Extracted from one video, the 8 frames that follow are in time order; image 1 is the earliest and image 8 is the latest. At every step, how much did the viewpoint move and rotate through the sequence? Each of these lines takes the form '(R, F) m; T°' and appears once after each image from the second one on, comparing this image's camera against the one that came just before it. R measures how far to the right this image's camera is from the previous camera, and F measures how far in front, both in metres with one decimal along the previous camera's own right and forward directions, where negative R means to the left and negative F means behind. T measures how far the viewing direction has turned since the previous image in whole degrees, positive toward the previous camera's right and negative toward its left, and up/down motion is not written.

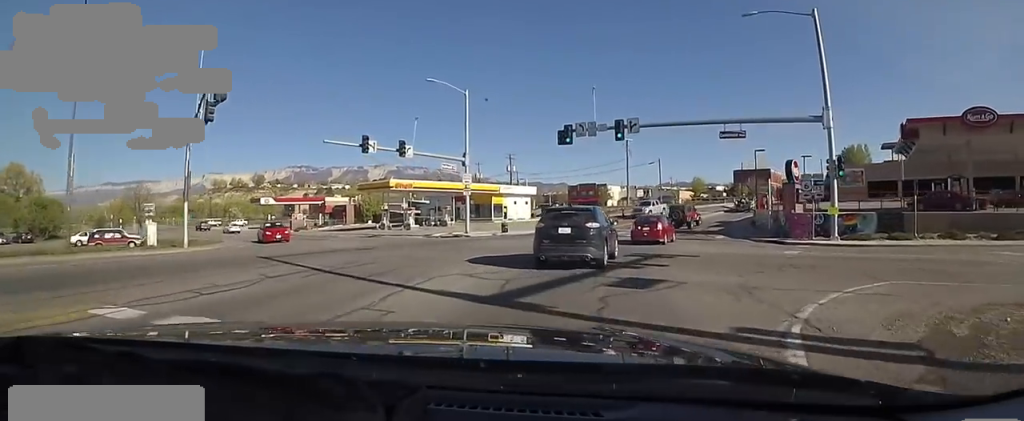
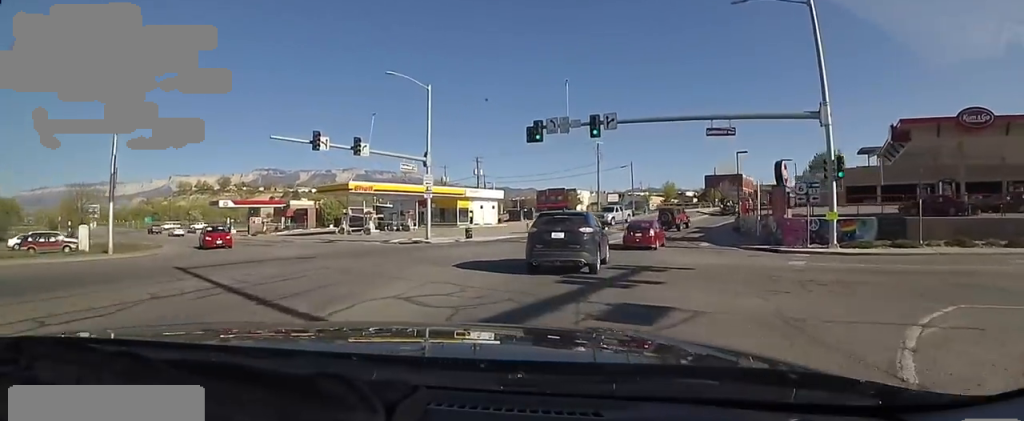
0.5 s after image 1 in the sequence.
(0.0, +2.6) m; -1°
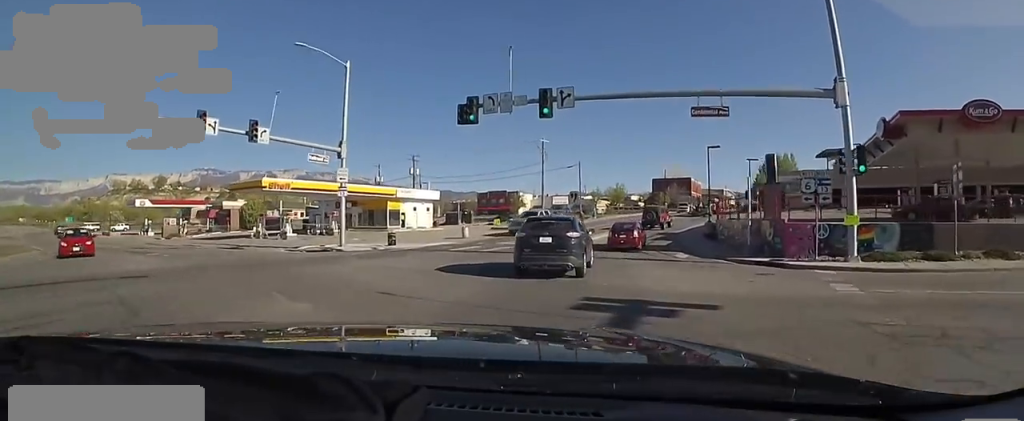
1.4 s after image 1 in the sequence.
(-0.4, +5.5) m; +12°
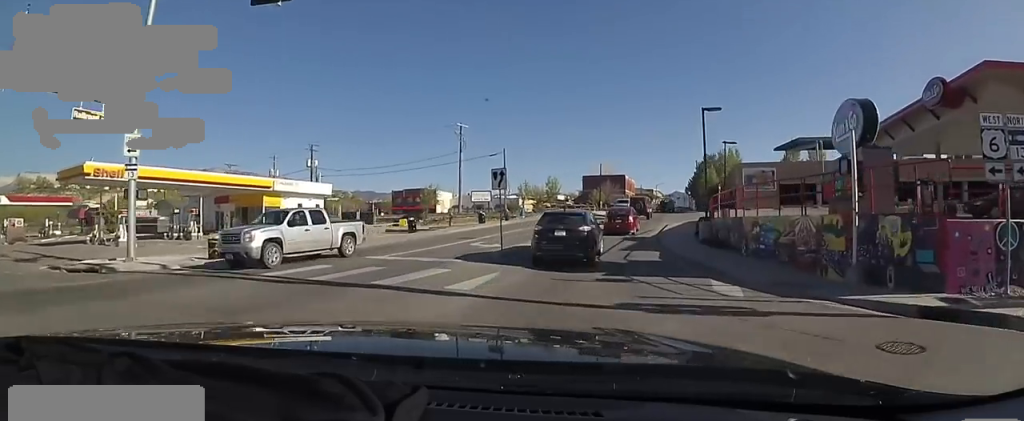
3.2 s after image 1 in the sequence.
(+4.4, +10.5) m; +22°
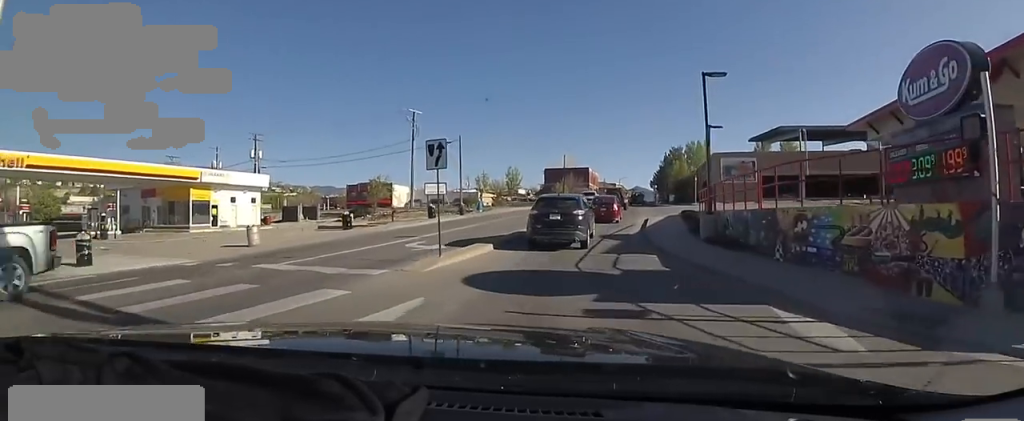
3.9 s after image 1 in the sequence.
(-0.7, +4.9) m; -4°
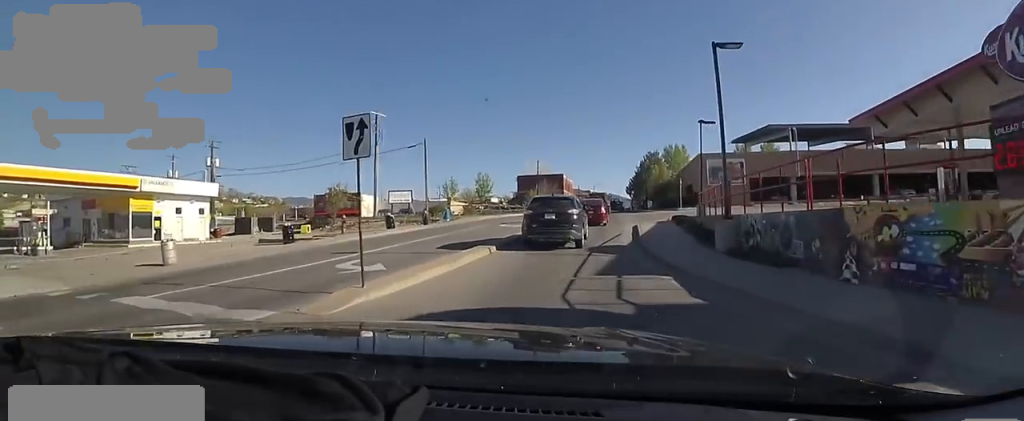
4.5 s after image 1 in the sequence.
(-0.2, +3.9) m; 0°
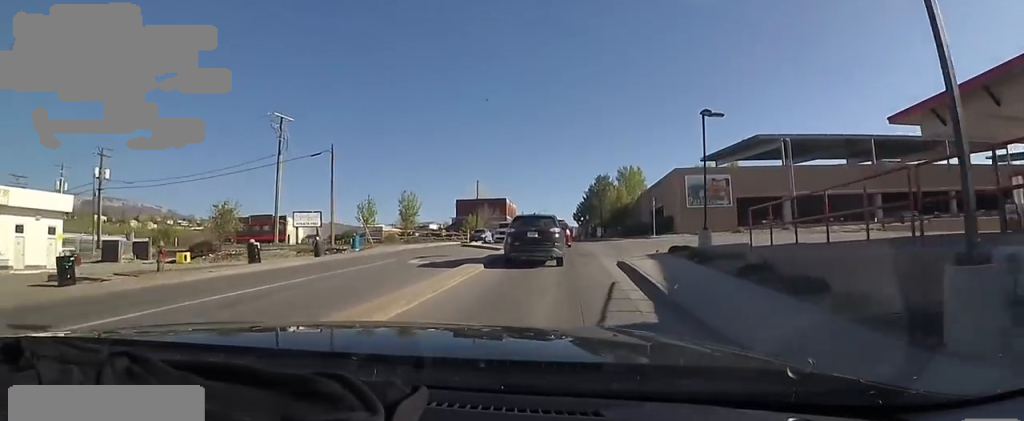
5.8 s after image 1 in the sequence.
(+1.0, +9.9) m; +11°
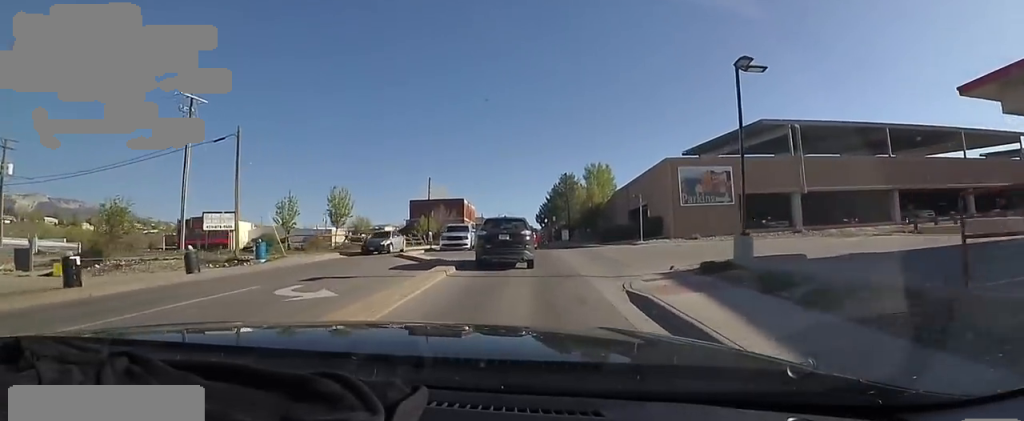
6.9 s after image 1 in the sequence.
(+0.4, +7.2) m; +4°
